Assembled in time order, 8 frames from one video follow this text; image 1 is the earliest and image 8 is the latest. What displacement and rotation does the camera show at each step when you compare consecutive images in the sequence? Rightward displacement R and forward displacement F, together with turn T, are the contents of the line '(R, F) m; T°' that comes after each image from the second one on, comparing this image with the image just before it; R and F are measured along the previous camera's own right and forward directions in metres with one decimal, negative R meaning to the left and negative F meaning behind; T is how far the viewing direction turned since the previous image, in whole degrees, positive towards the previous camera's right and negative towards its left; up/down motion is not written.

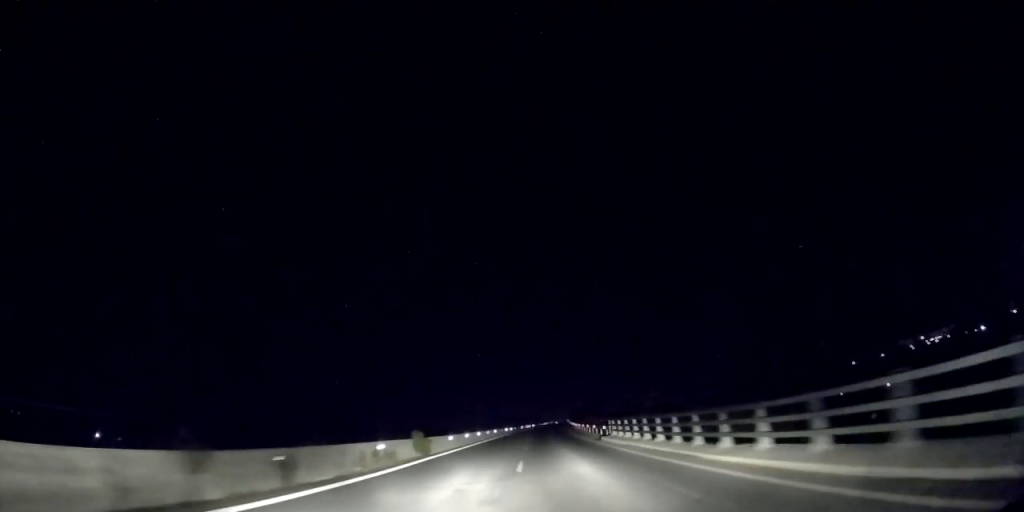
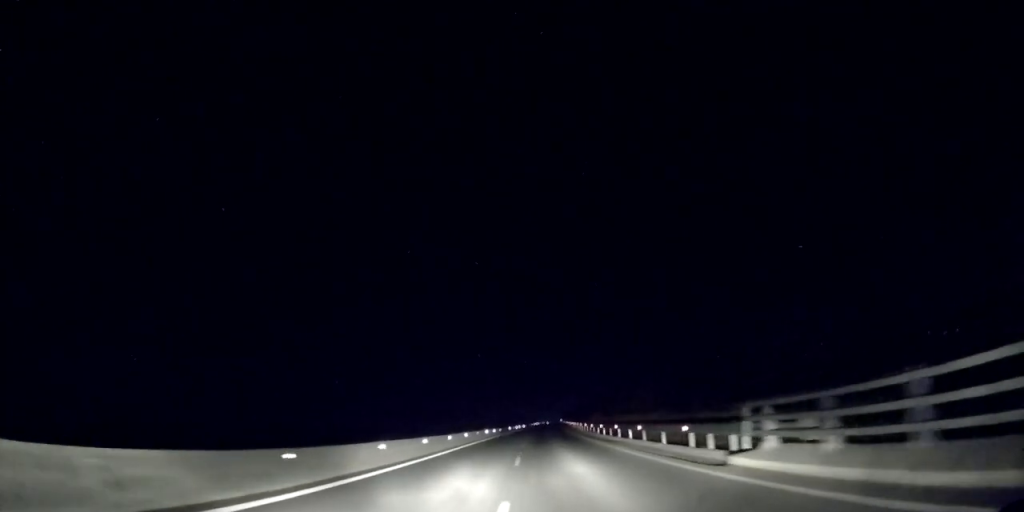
(+0.1, +23.2) m; +1°
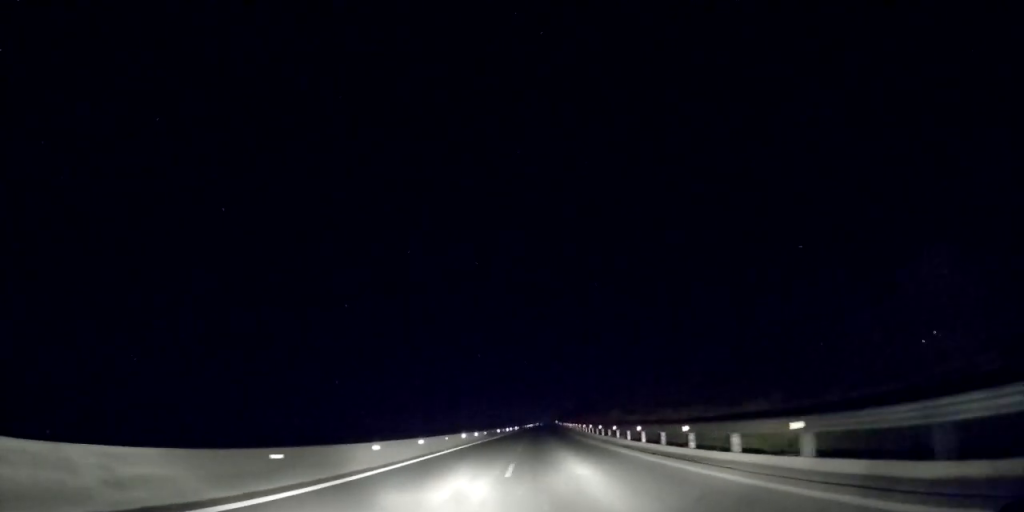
(-0.1, +16.4) m; 0°
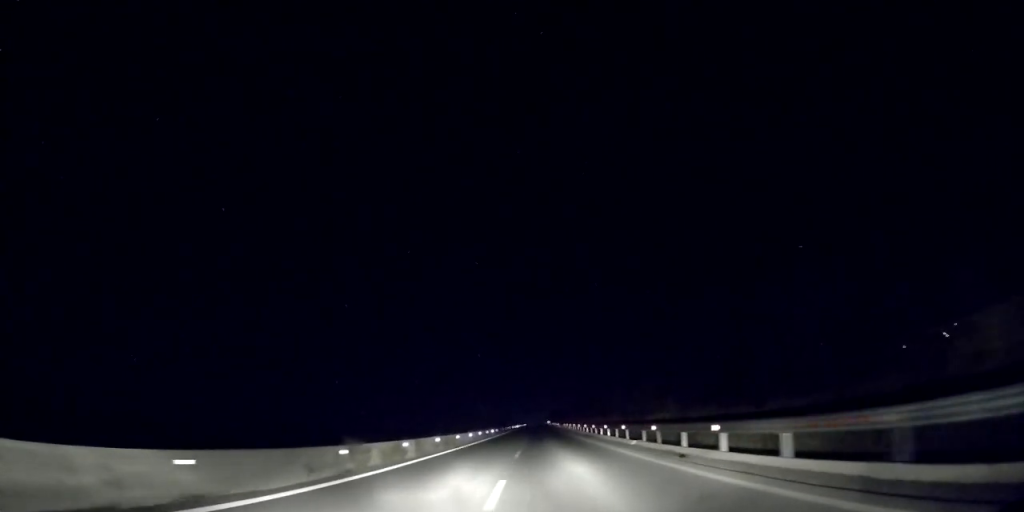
(+0.7, +43.5) m; +1°
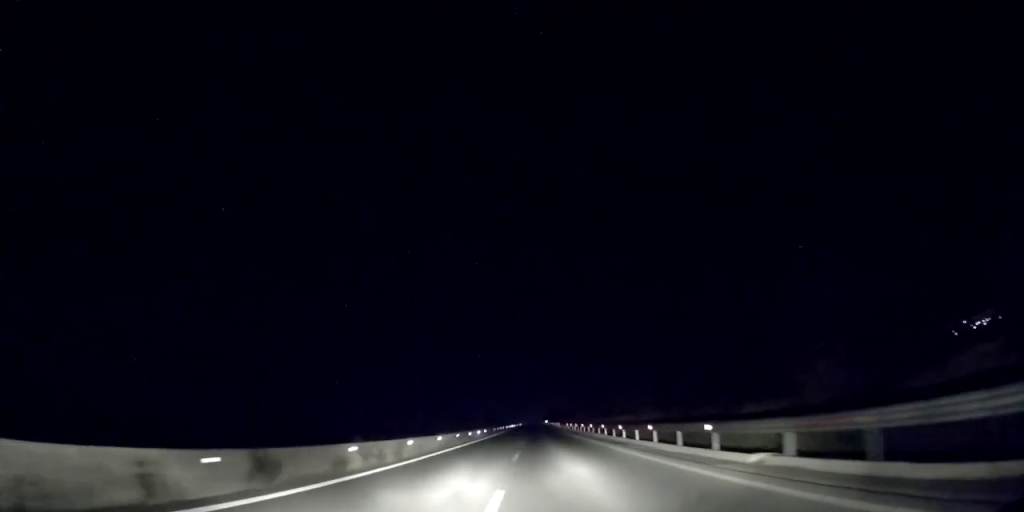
(-0.1, +15.2) m; 0°
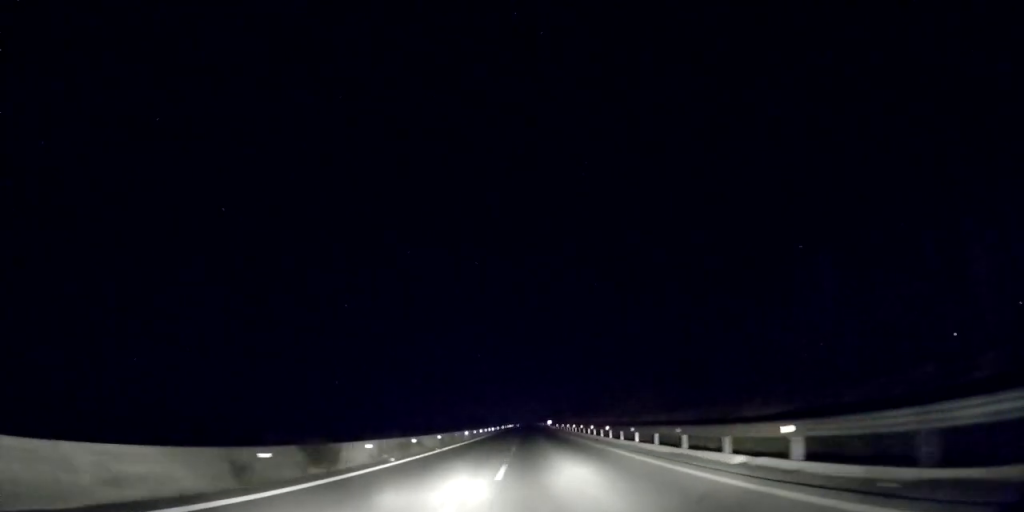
(+0.8, +69.3) m; +1°
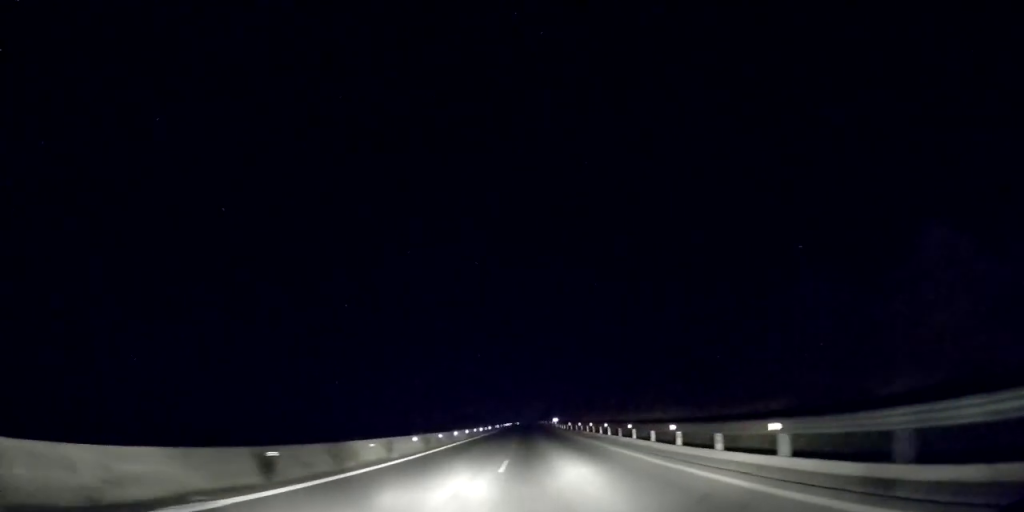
(0.0, +23.3) m; 0°
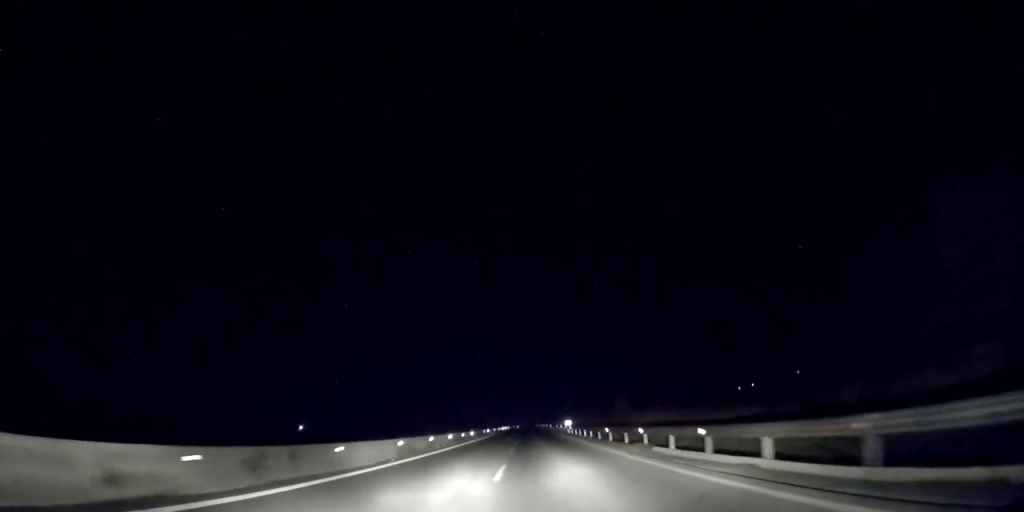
(0.0, +27.2) m; 0°
